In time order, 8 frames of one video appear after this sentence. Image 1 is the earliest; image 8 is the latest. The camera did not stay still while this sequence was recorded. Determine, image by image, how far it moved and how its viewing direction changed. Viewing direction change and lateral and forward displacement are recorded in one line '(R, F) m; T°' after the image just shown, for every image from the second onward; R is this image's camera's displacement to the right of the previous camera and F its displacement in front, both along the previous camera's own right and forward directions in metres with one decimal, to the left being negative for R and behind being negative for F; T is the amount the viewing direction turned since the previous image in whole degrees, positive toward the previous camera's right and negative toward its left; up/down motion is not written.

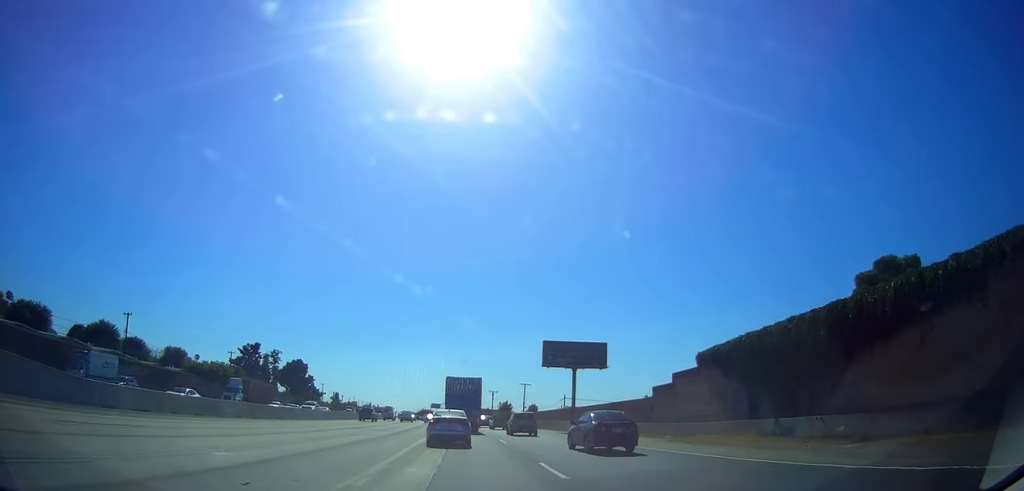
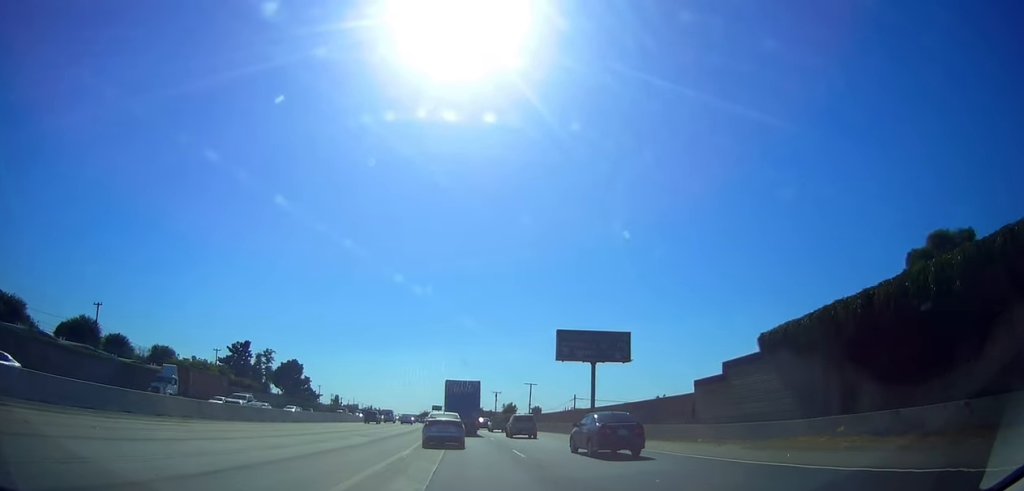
(0.0, +7.3) m; 0°
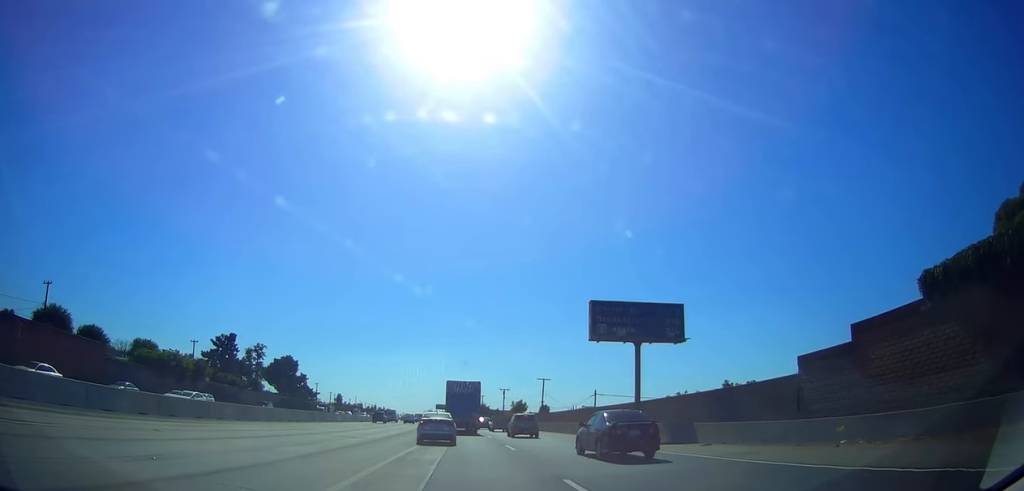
(0.0, +10.7) m; 0°
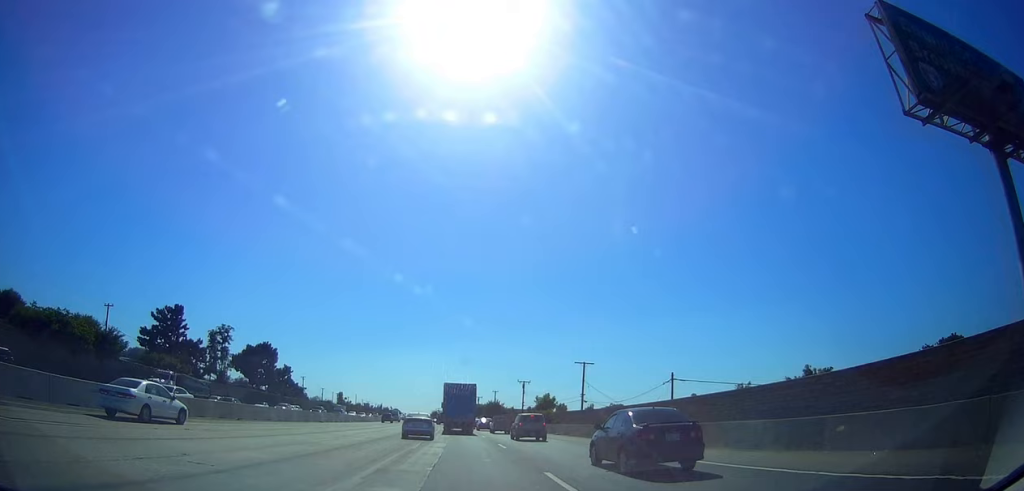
(-0.1, +26.0) m; -2°
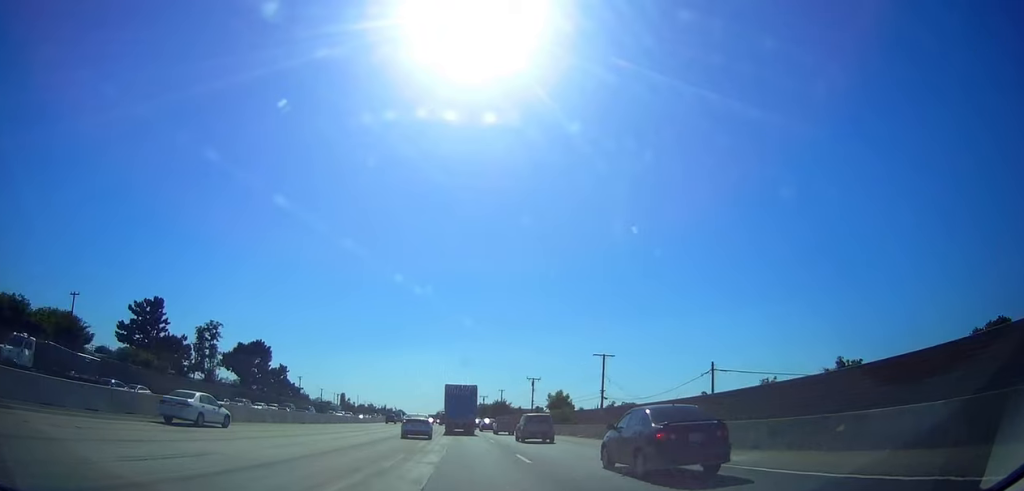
(+0.1, +7.5) m; -2°
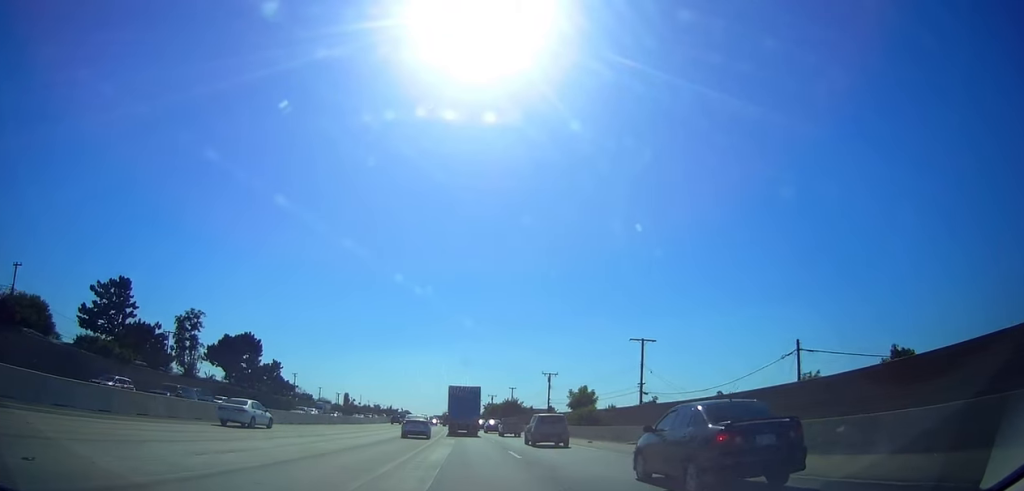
(-0.4, +10.8) m; -1°
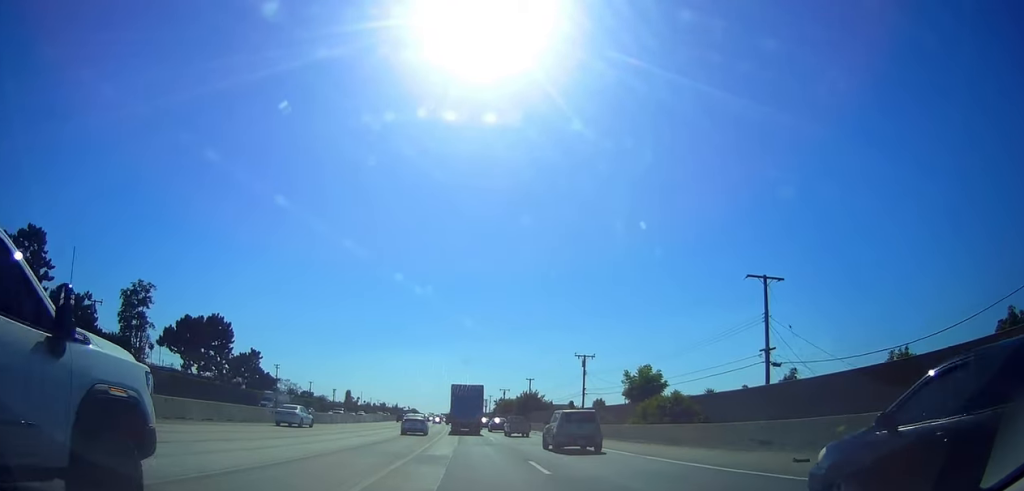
(+0.2, +19.4) m; +2°
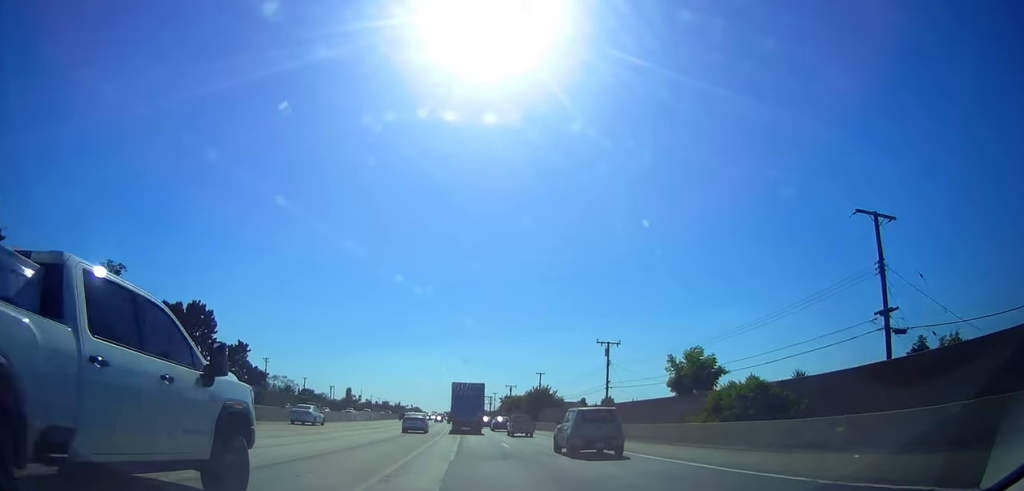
(+0.1, +9.0) m; 0°
